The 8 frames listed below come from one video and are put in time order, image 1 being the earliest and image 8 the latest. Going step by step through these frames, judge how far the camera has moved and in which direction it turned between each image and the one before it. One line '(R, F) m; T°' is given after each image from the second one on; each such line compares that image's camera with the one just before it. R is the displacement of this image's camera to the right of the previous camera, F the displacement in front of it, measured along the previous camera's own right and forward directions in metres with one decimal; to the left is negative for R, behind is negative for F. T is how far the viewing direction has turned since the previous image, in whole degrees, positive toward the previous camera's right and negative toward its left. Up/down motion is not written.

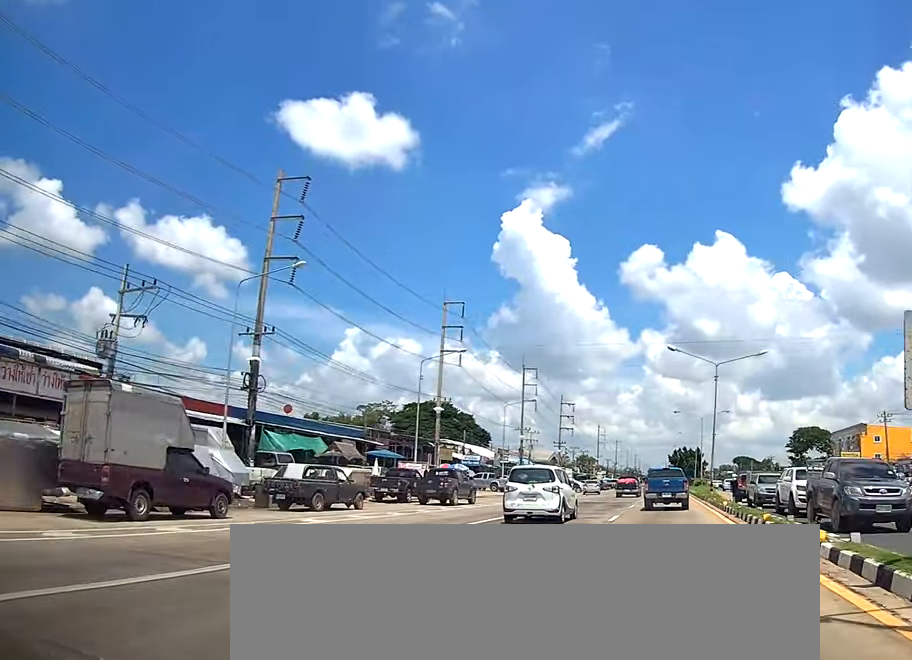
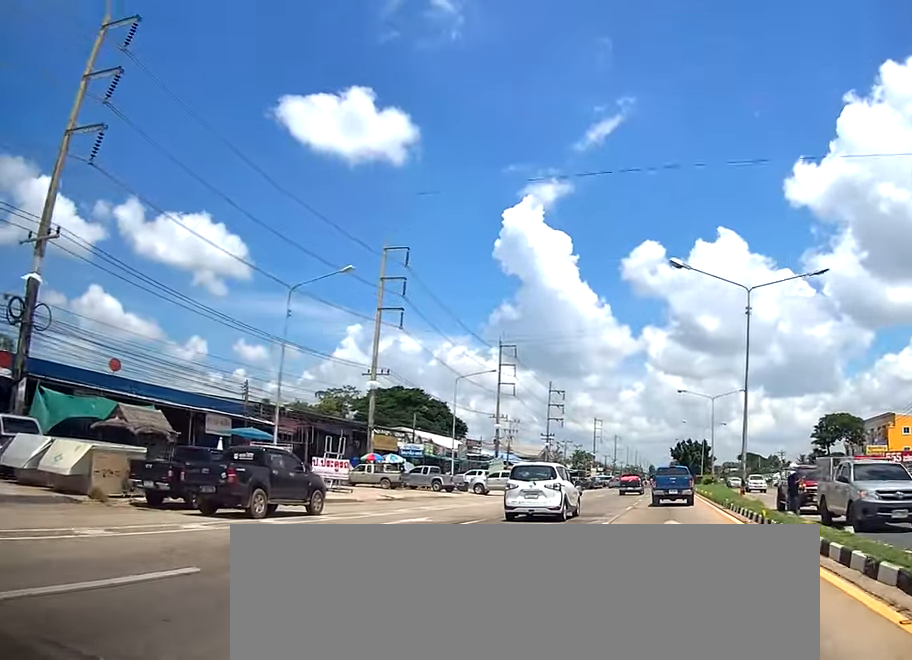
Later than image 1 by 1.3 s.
(0.0, +16.8) m; 0°
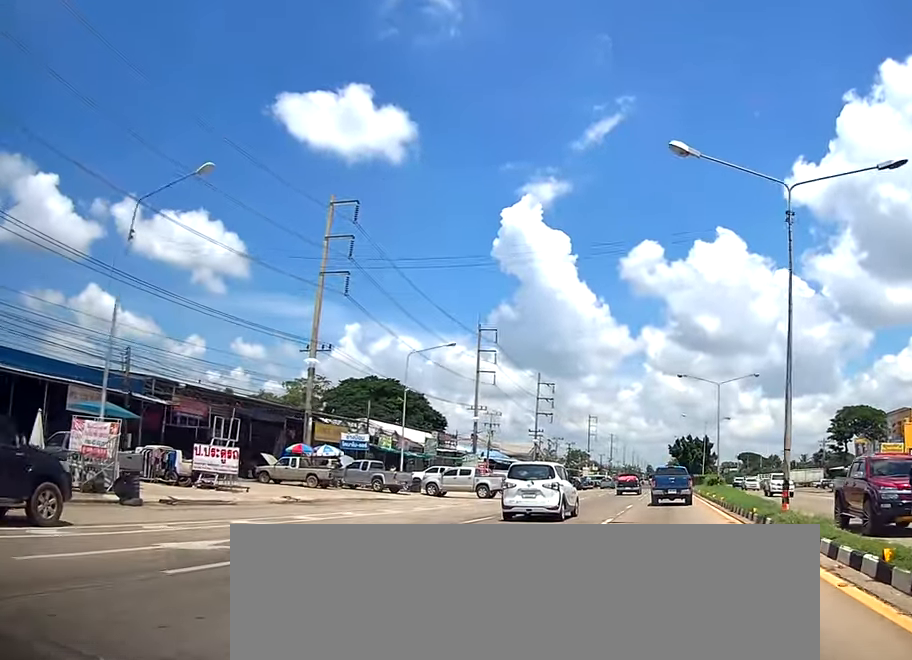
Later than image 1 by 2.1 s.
(0.0, +9.8) m; 0°
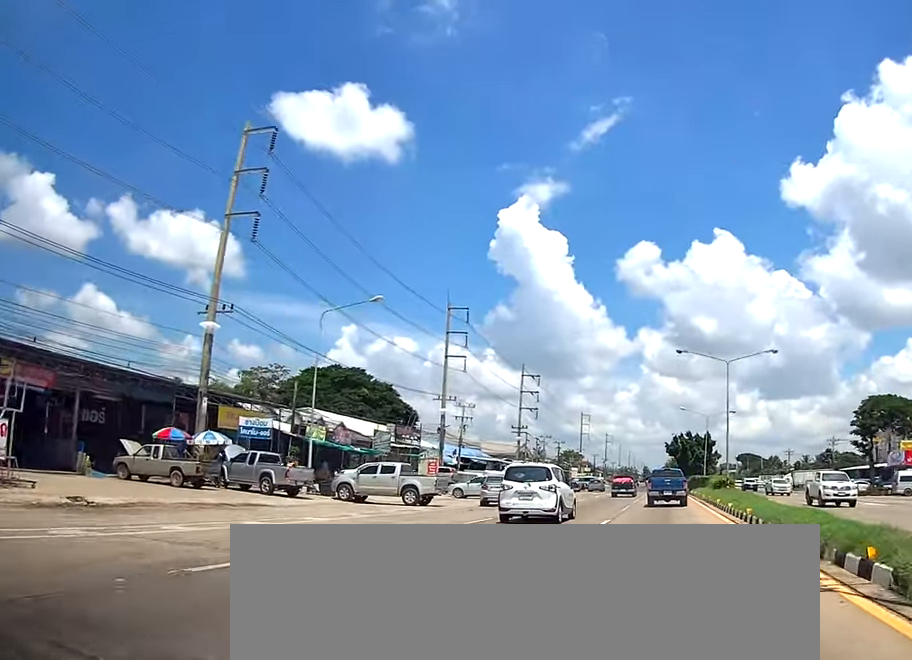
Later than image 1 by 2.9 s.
(0.0, +11.4) m; 0°
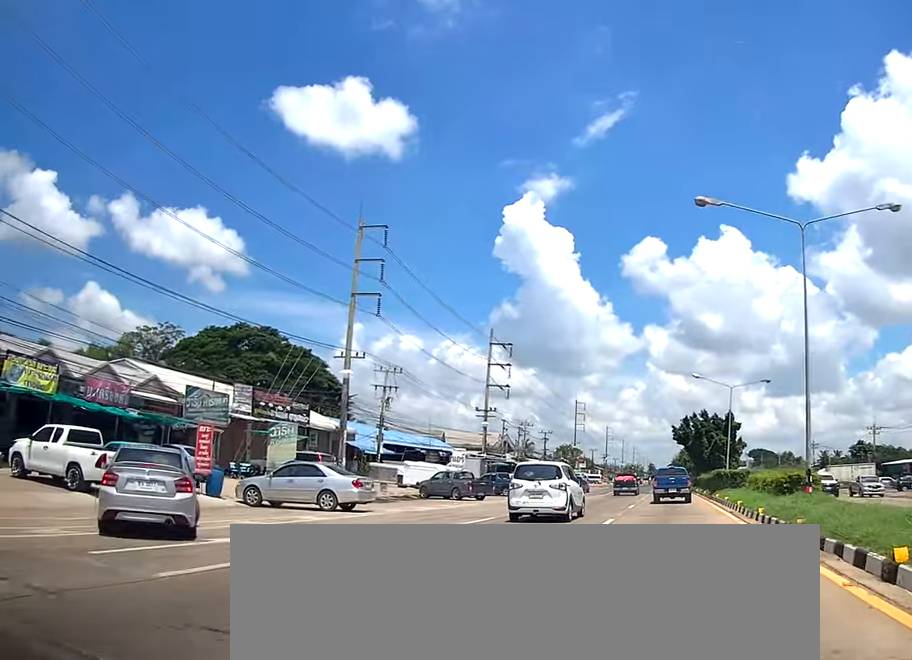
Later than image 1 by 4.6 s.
(-0.2, +24.9) m; -1°
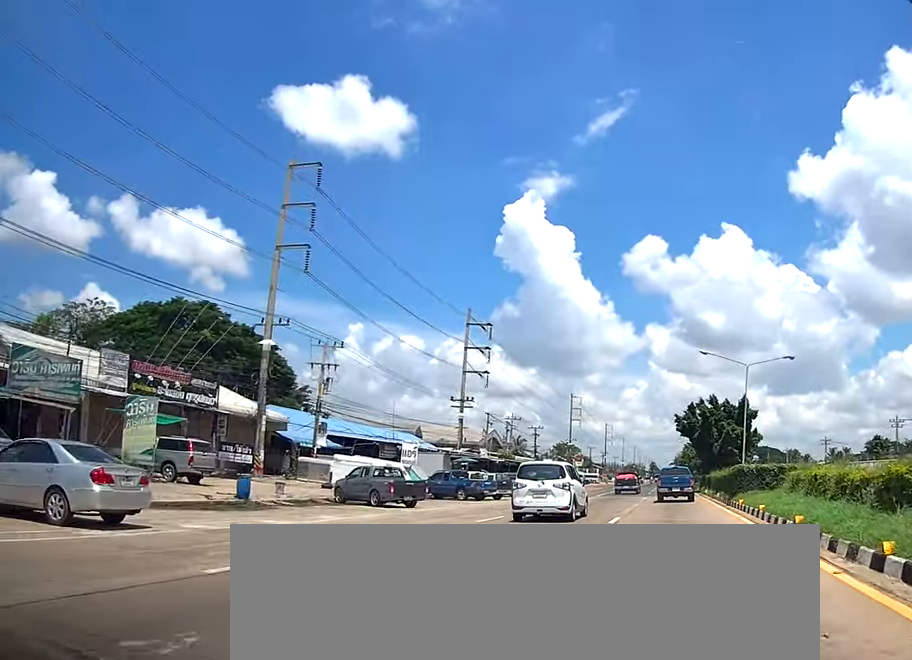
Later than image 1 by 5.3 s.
(0.0, +11.4) m; 0°
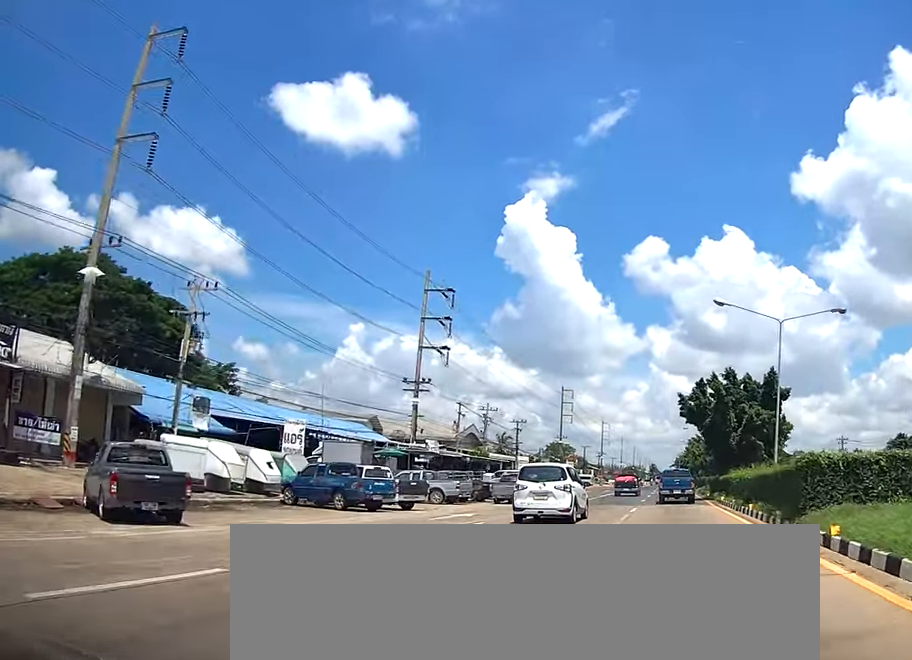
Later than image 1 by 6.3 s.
(0.0, +15.1) m; 0°
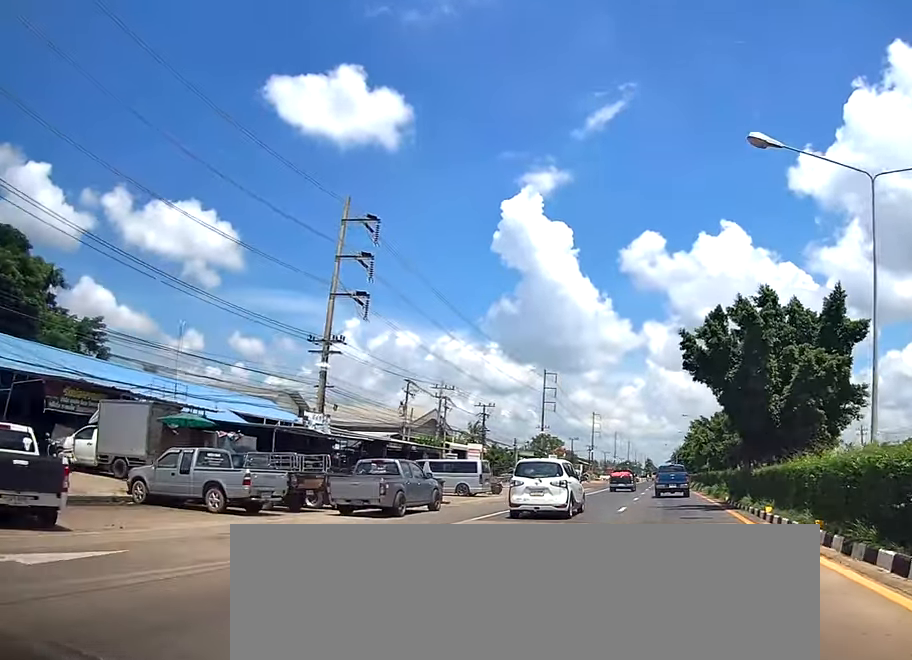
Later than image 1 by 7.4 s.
(0.0, +17.7) m; 0°
